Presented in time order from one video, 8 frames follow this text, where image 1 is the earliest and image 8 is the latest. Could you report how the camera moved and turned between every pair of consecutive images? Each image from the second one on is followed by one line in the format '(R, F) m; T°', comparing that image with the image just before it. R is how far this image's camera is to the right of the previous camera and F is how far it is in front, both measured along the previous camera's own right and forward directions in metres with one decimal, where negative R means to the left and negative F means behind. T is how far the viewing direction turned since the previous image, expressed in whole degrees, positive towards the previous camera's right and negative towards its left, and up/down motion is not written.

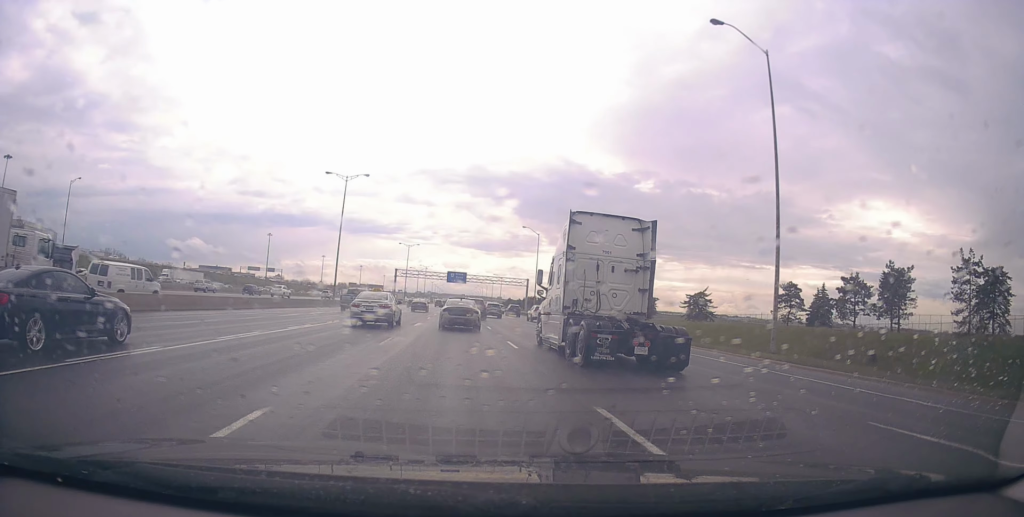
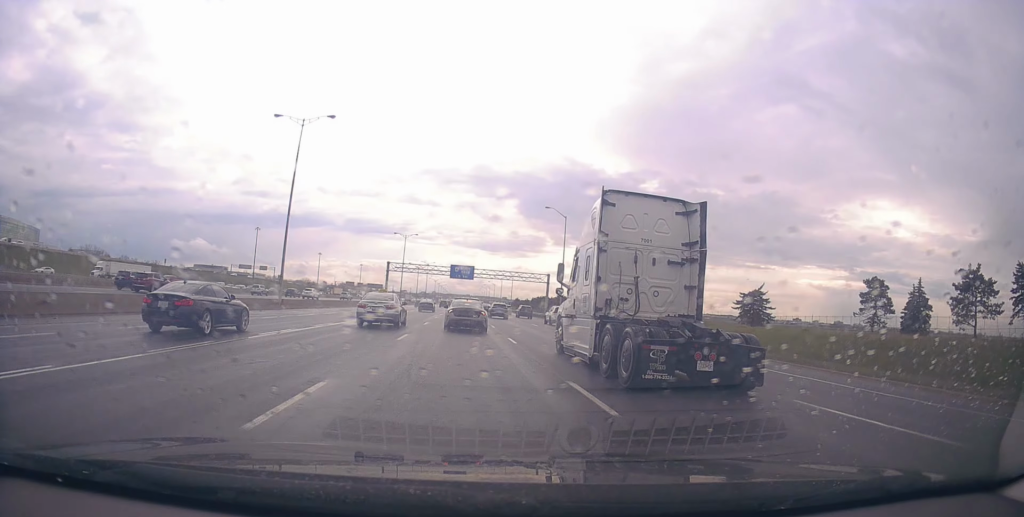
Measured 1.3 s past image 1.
(+0.3, +22.3) m; -2°
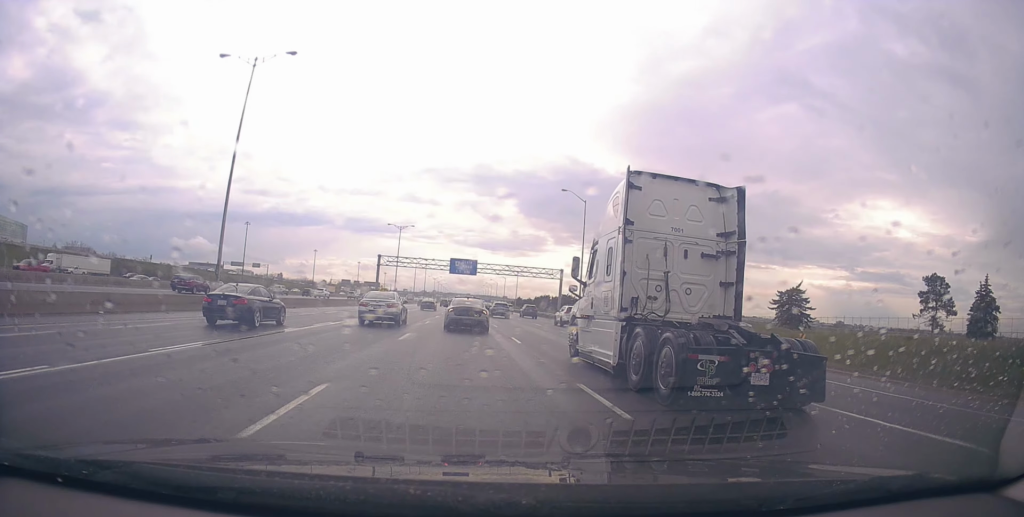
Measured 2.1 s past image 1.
(-0.6, +13.1) m; -2°
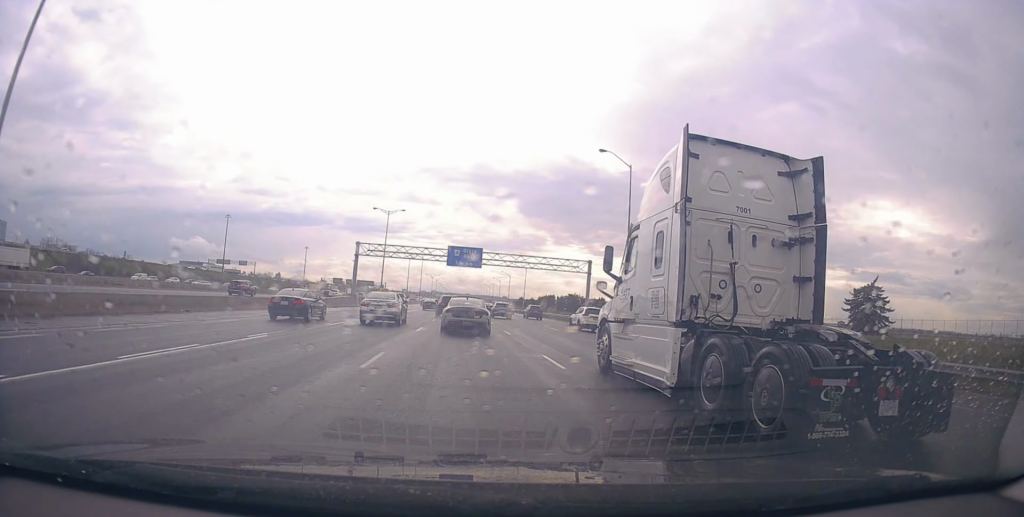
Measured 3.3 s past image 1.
(+0.4, +19.6) m; 0°
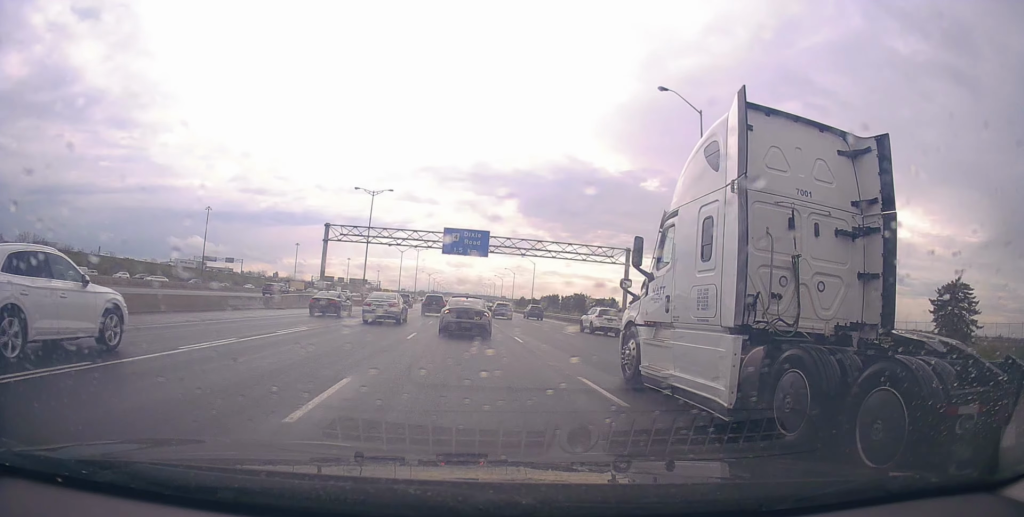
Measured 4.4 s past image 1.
(-0.3, +16.8) m; -1°
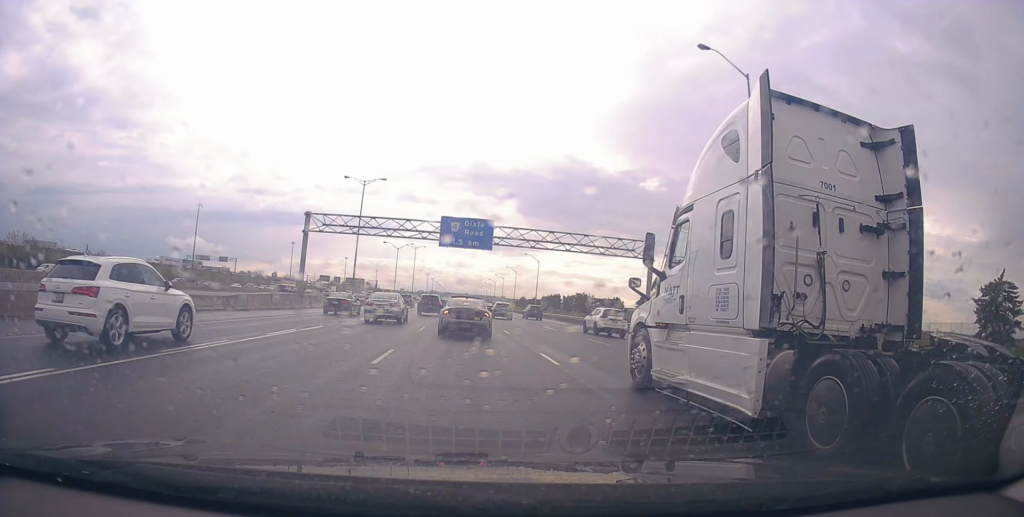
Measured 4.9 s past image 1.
(-0.2, +7.1) m; +1°
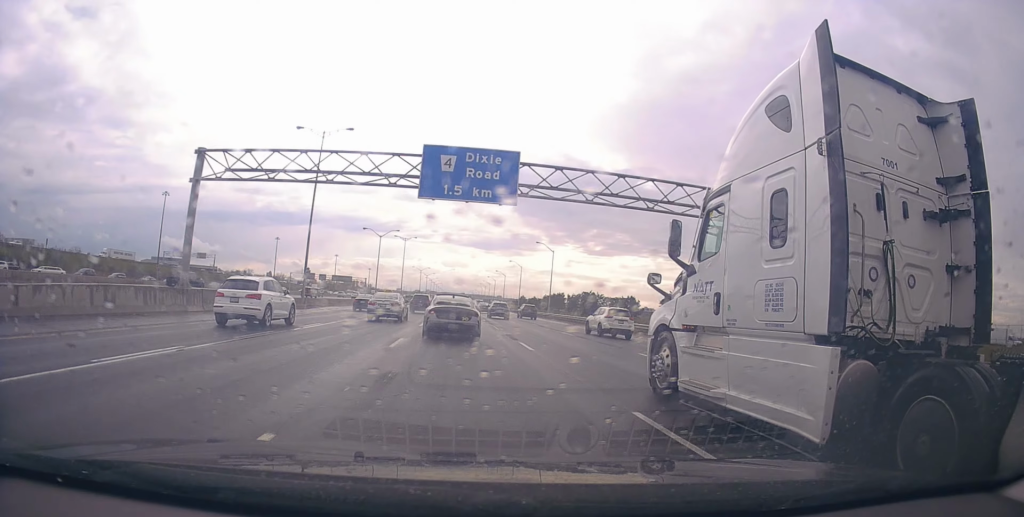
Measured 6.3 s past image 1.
(+0.7, +20.9) m; +2°
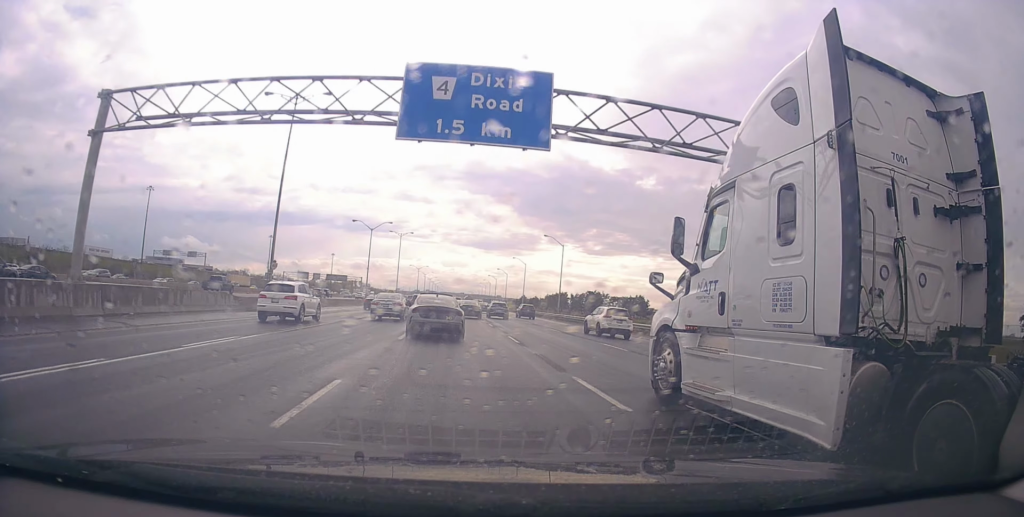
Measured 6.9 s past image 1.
(-0.2, +9.0) m; 0°
